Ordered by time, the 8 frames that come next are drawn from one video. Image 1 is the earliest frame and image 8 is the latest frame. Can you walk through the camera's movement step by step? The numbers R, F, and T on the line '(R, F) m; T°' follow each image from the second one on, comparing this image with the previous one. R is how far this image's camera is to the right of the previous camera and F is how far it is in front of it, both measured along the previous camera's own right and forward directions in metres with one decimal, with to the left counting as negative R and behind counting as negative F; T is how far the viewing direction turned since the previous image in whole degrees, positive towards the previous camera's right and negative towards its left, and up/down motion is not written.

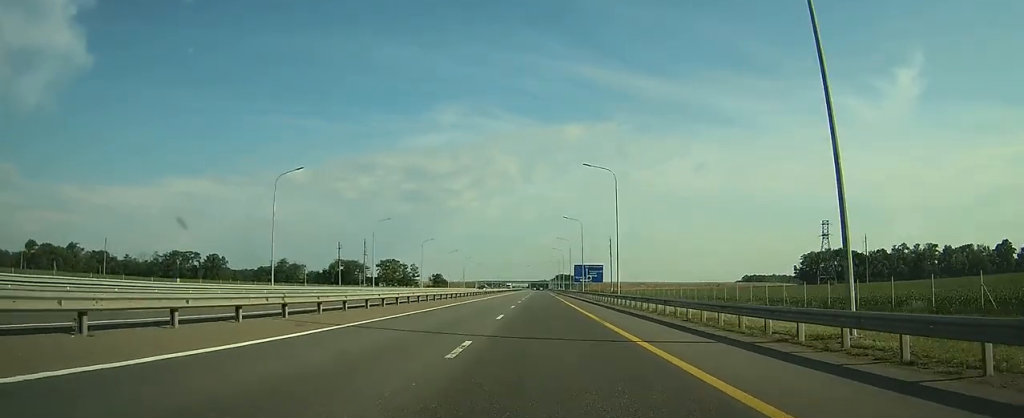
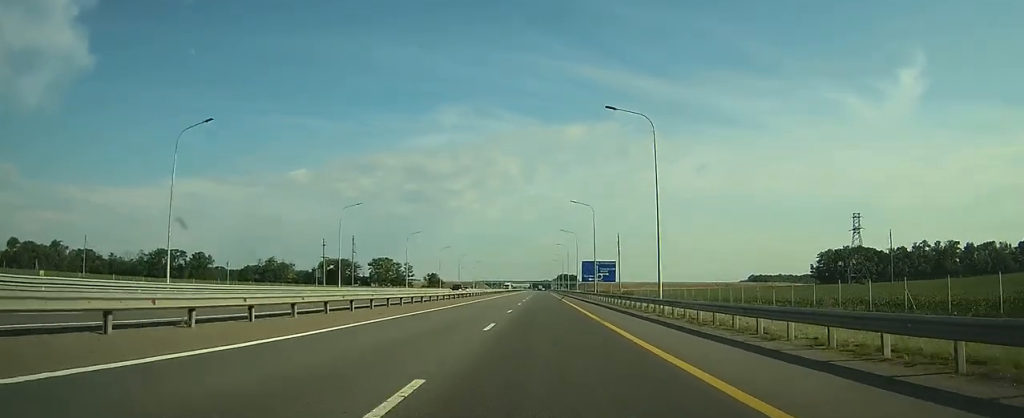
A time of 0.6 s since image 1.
(0.0, +17.4) m; 0°
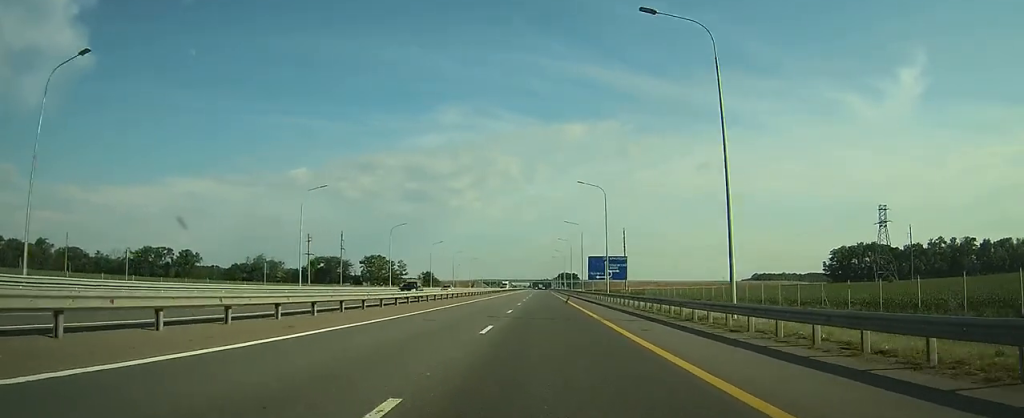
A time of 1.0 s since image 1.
(0.0, +13.3) m; 0°
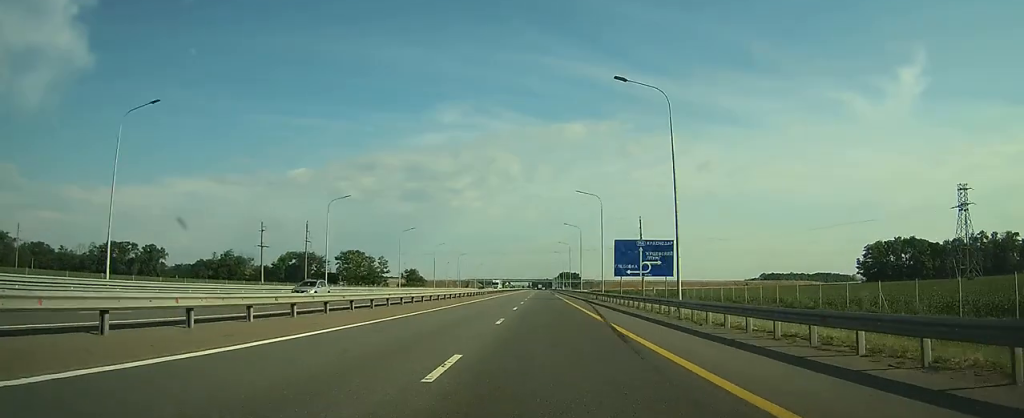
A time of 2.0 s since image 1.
(0.0, +31.8) m; 0°
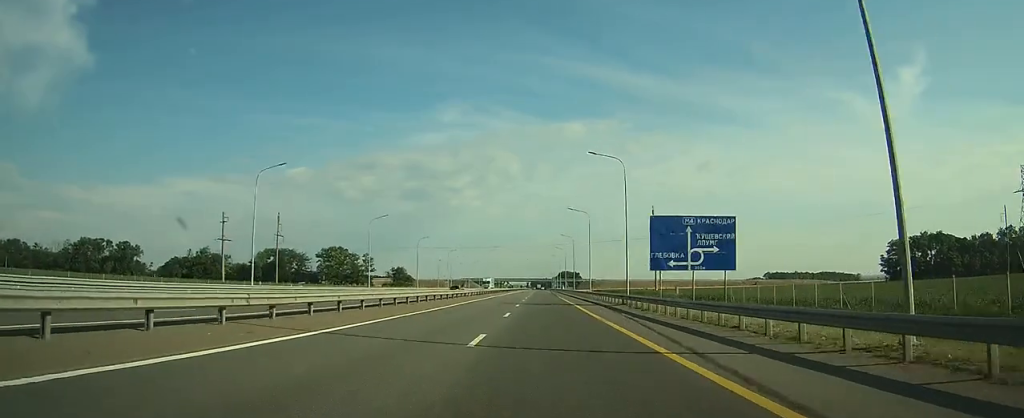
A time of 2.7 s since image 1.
(0.0, +19.5) m; 0°
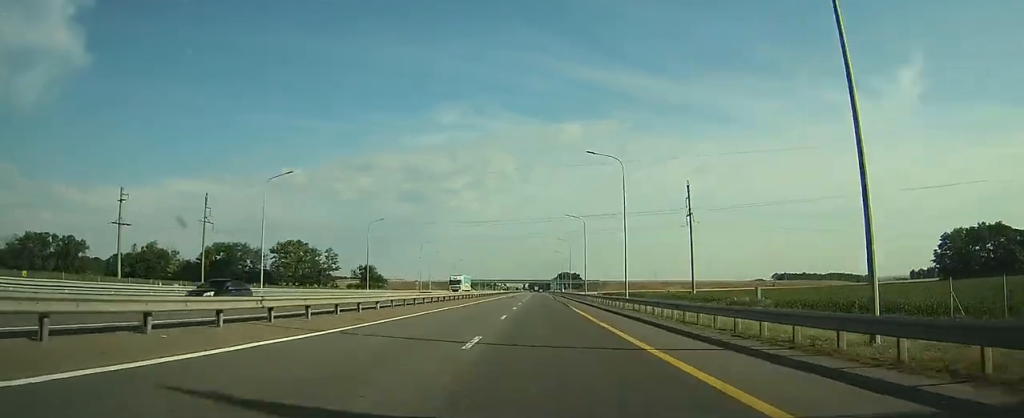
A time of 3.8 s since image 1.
(+0.1, +36.0) m; 0°
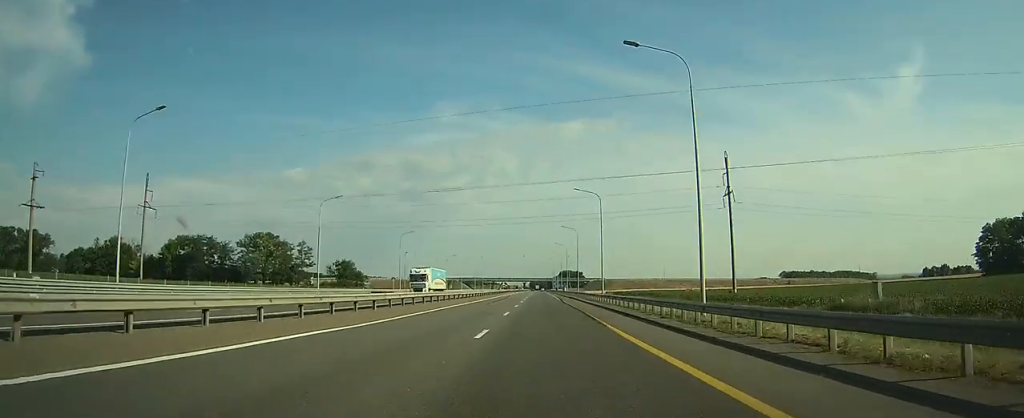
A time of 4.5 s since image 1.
(0.0, +21.7) m; 0°
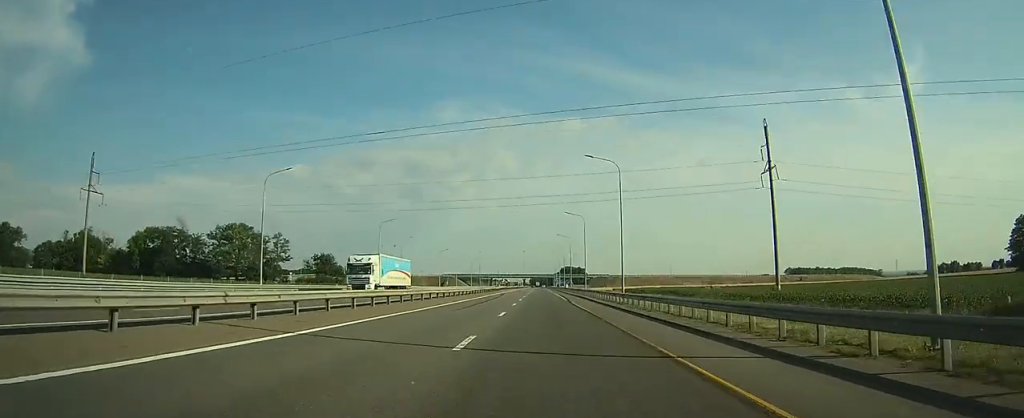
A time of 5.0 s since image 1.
(0.0, +15.5) m; 0°
